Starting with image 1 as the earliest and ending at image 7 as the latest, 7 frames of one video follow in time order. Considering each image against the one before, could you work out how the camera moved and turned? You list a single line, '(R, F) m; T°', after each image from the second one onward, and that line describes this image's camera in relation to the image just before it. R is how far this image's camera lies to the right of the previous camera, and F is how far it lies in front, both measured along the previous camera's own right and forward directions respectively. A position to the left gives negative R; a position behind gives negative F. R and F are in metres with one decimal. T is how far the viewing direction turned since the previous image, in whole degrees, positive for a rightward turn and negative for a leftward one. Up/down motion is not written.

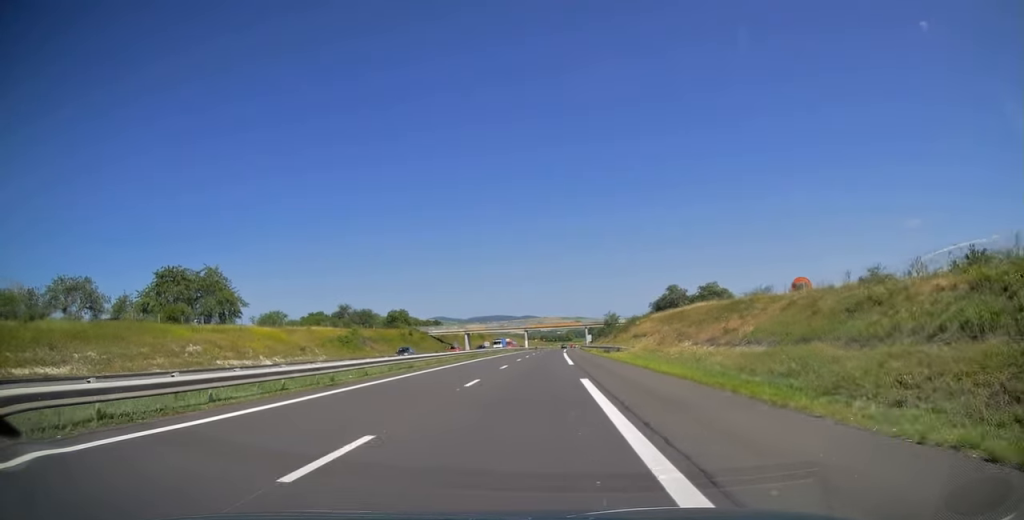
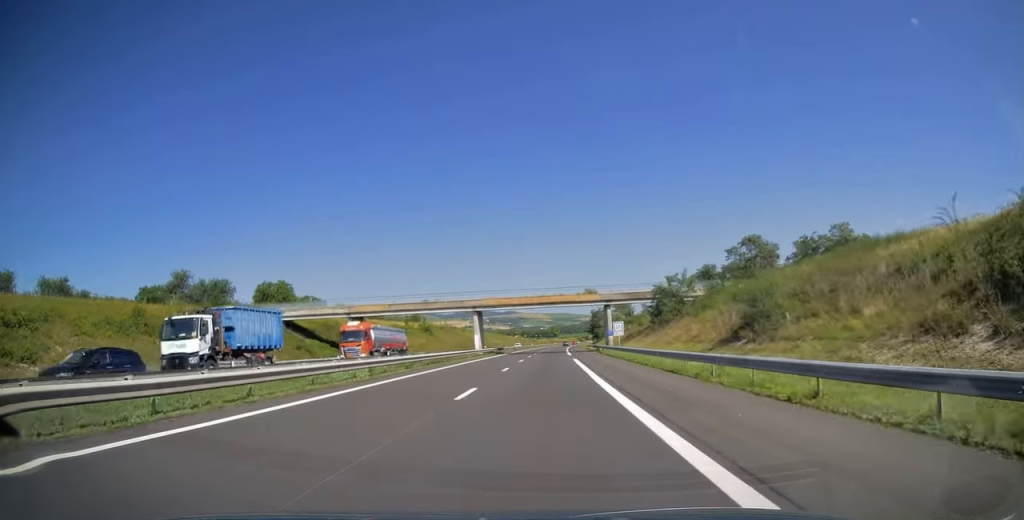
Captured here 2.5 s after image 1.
(+0.4, +82.3) m; +1°
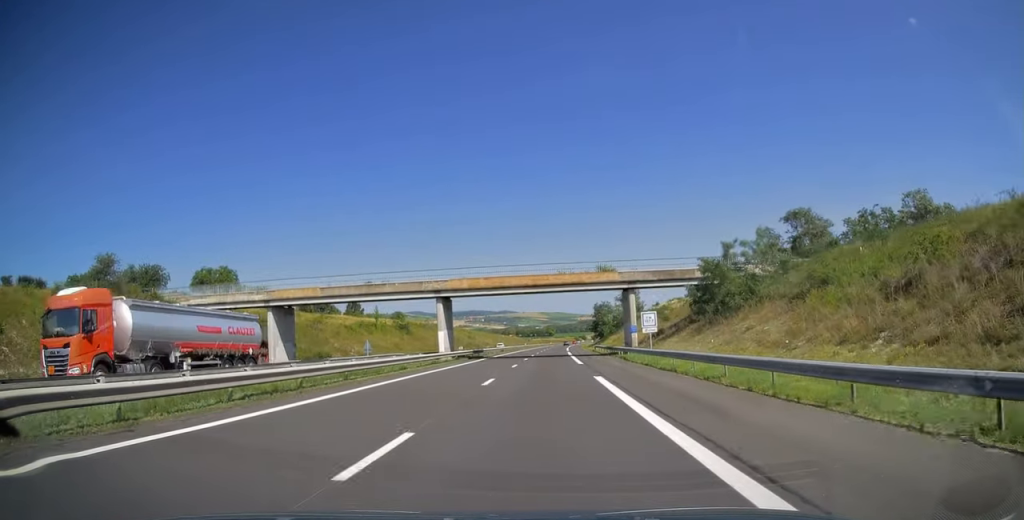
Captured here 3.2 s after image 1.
(+0.1, +21.2) m; +1°
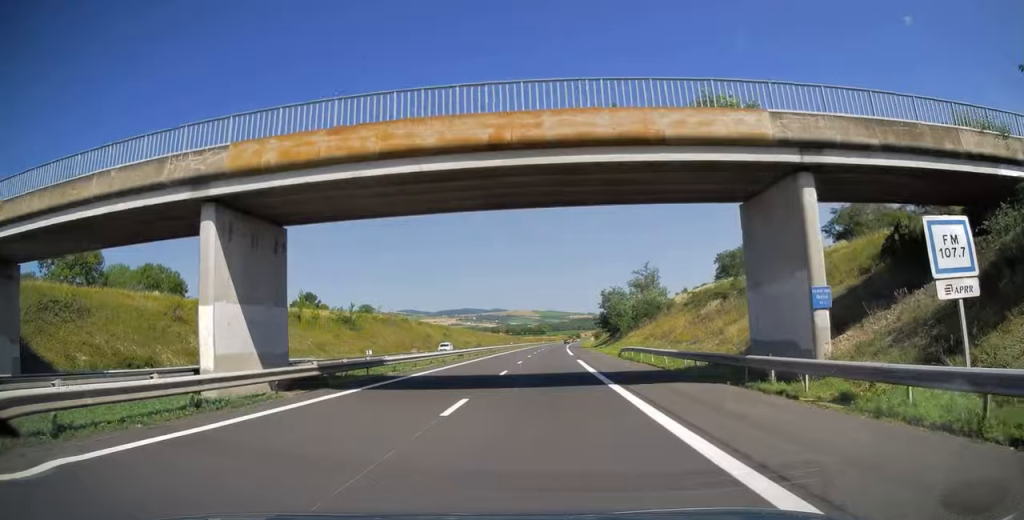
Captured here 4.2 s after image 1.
(+0.3, +33.7) m; +1°
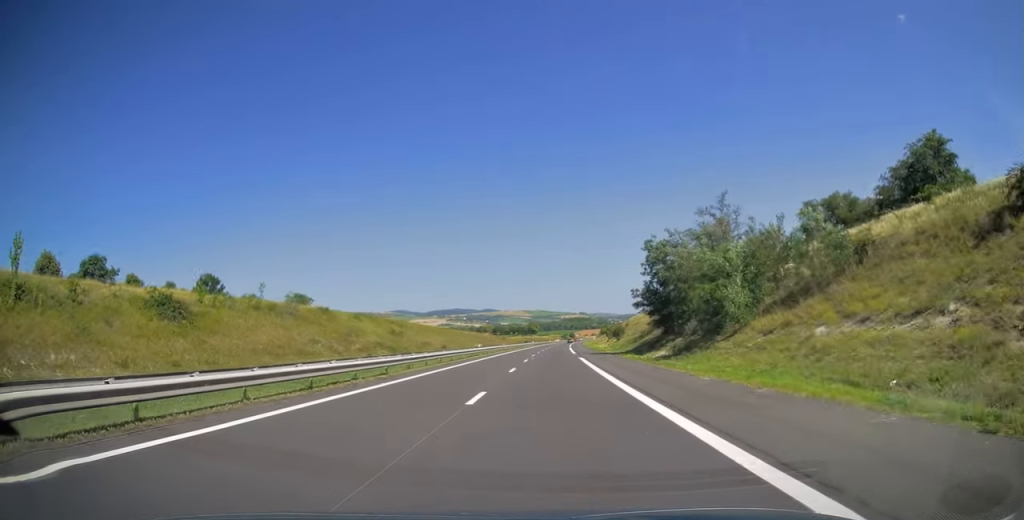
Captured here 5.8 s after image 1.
(+0.3, +49.9) m; +1°
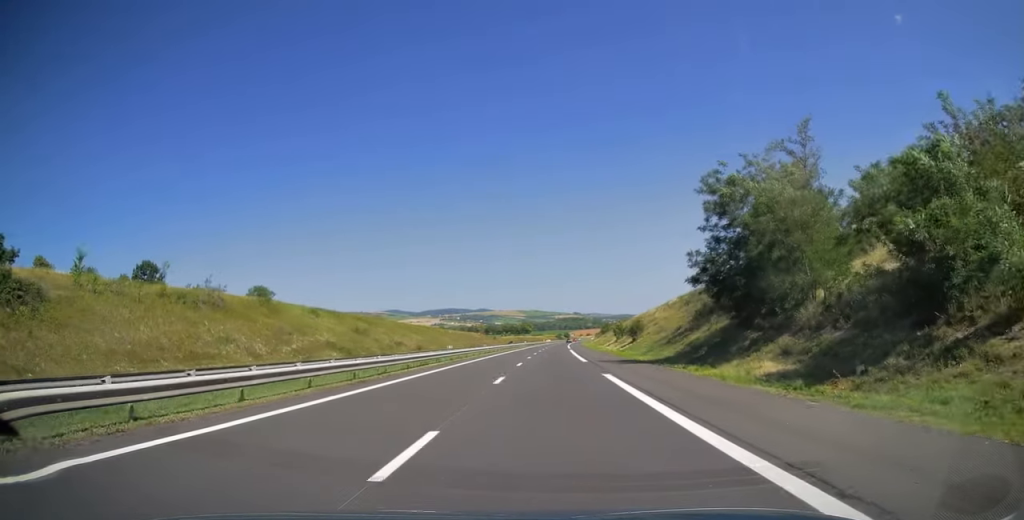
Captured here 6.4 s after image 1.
(+0.1, +20.1) m; +1°
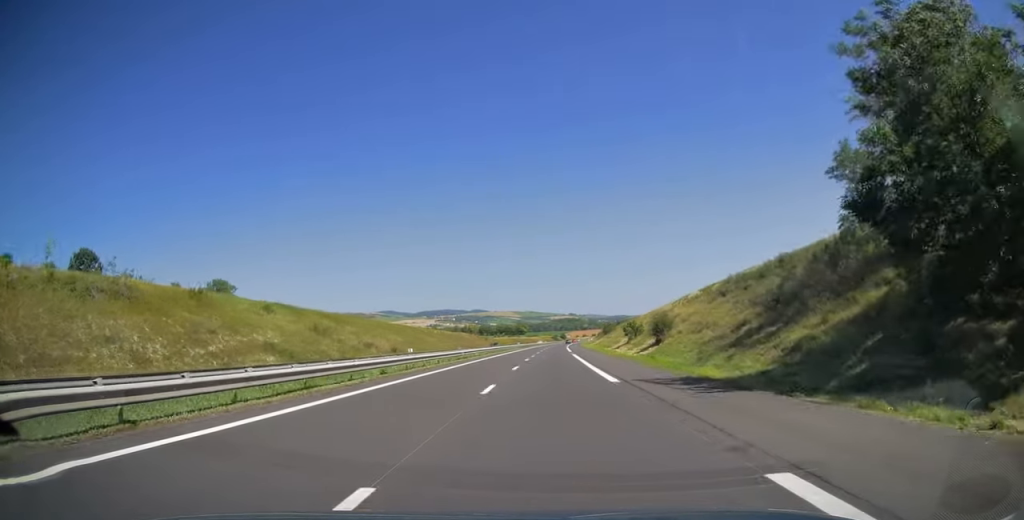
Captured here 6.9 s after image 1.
(-0.1, +16.3) m; +1°
